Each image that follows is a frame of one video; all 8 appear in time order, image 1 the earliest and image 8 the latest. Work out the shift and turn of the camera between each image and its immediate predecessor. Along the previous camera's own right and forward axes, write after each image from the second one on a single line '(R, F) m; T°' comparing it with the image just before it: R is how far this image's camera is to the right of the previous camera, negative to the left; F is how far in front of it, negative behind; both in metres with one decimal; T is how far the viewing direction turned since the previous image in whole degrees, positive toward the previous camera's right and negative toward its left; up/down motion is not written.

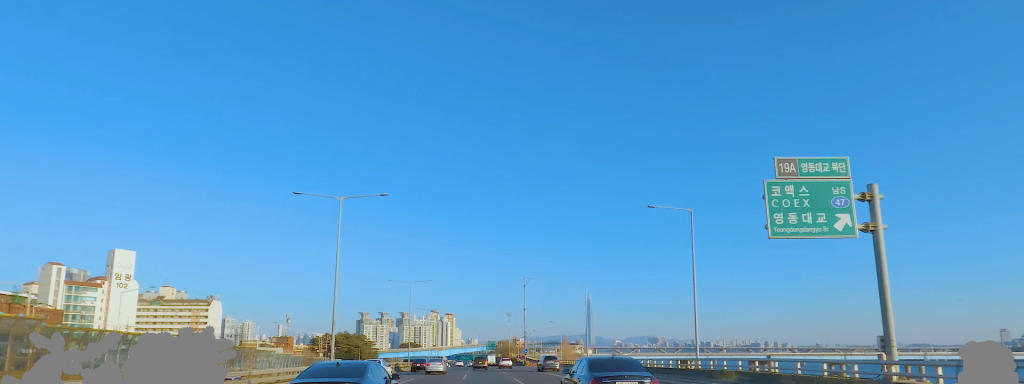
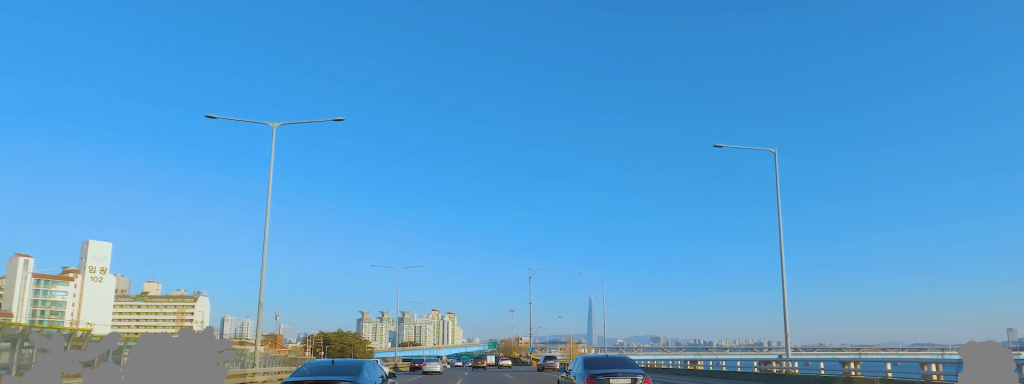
(0.0, +11.2) m; 0°
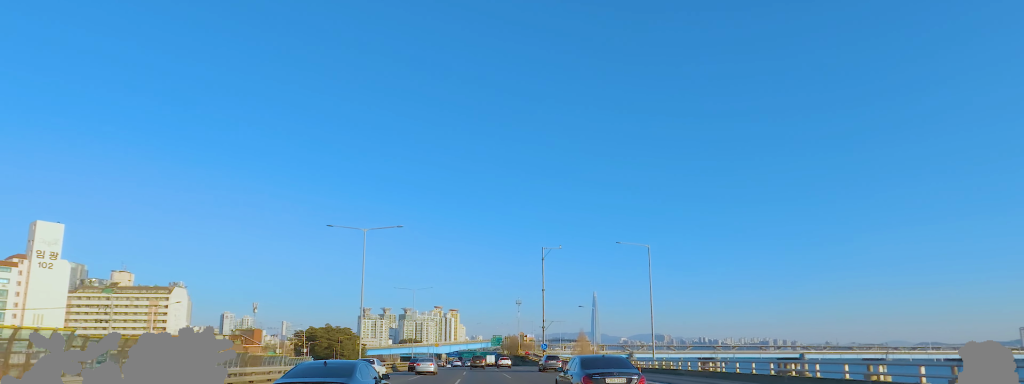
(0.0, +17.9) m; 0°
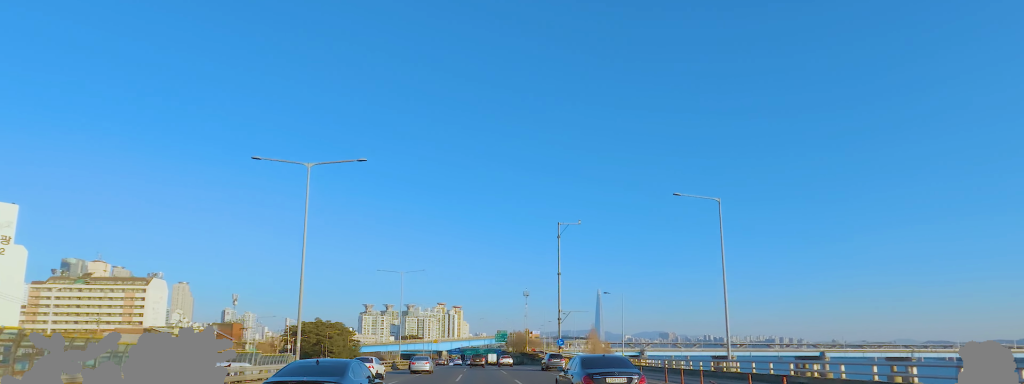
(0.0, +13.7) m; +1°
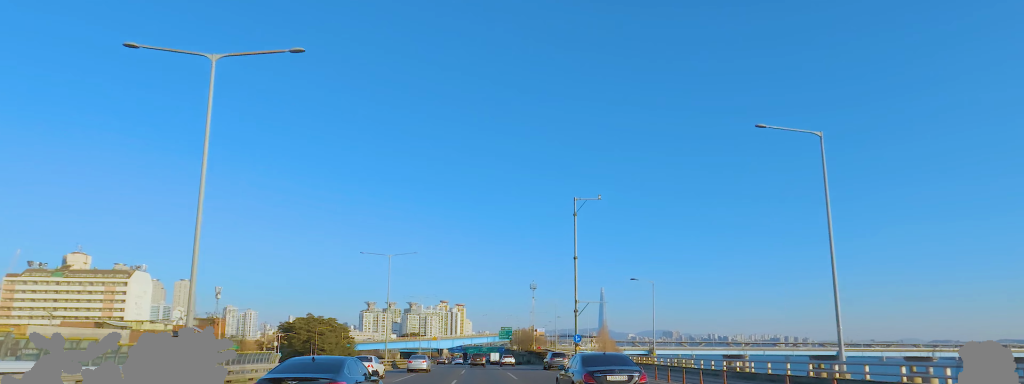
(-0.1, +9.7) m; +1°
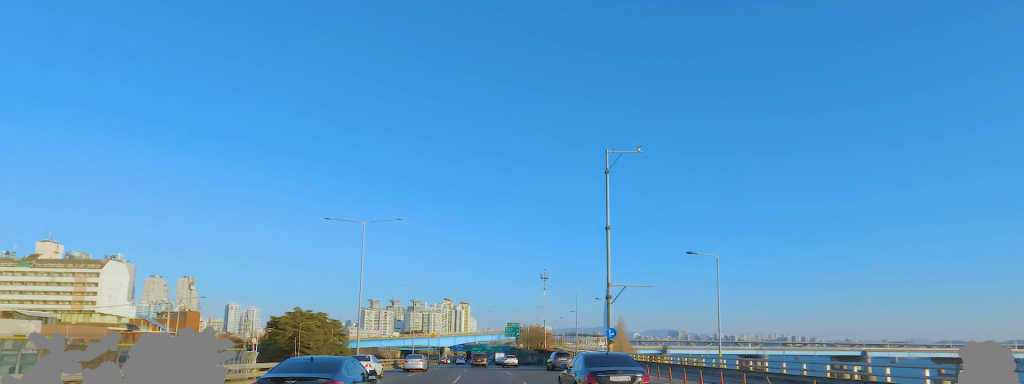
(+0.3, +12.1) m; 0°
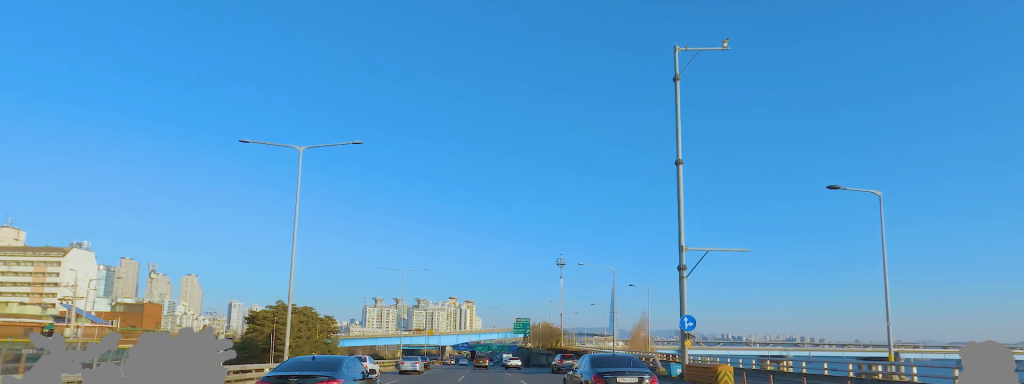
(+0.1, +13.2) m; -1°
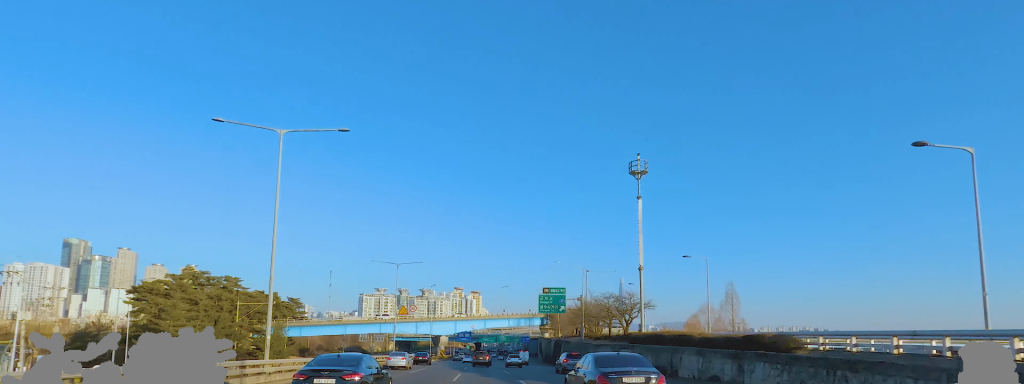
(-1.5, +34.7) m; -3°
